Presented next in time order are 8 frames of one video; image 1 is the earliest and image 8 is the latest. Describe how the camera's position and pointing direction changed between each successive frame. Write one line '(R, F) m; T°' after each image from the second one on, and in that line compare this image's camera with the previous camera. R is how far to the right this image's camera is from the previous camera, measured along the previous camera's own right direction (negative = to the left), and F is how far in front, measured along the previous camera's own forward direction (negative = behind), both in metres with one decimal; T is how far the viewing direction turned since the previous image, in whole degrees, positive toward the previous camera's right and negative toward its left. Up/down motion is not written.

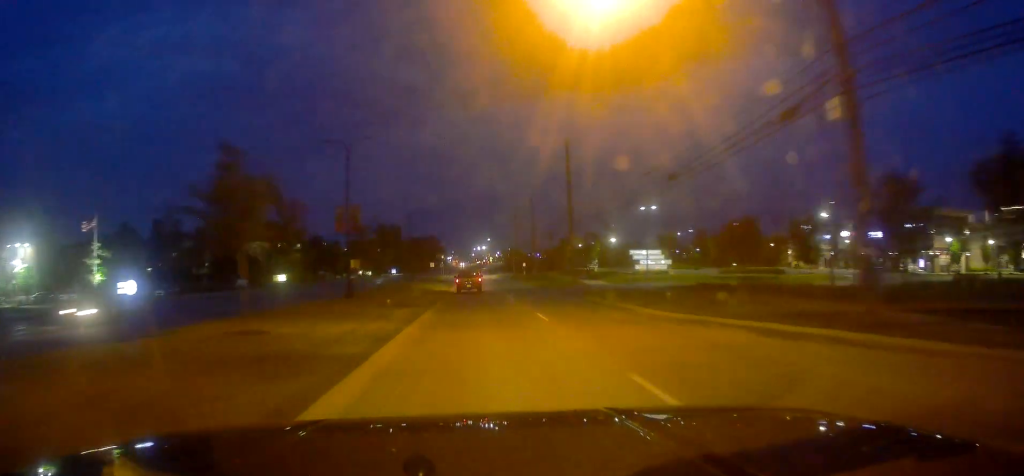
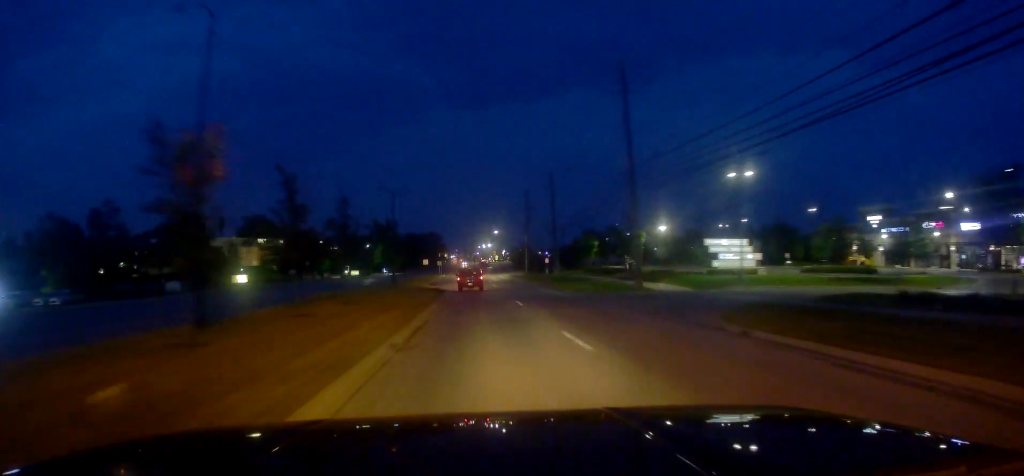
(-0.6, +22.0) m; -1°
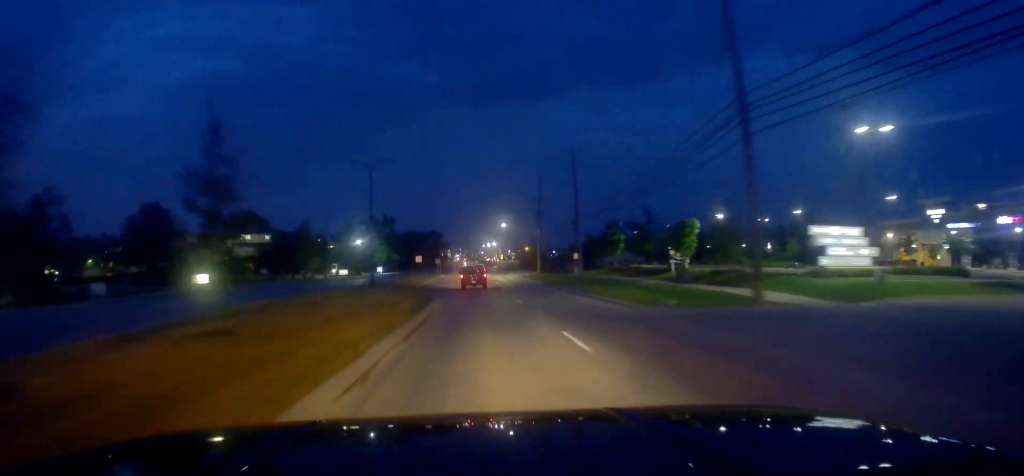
(+0.2, +15.5) m; +1°
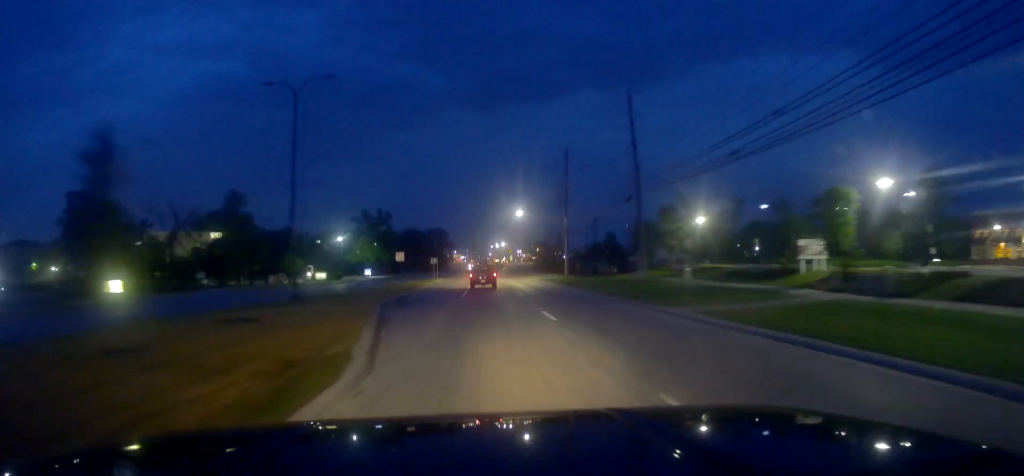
(+0.5, +23.1) m; 0°
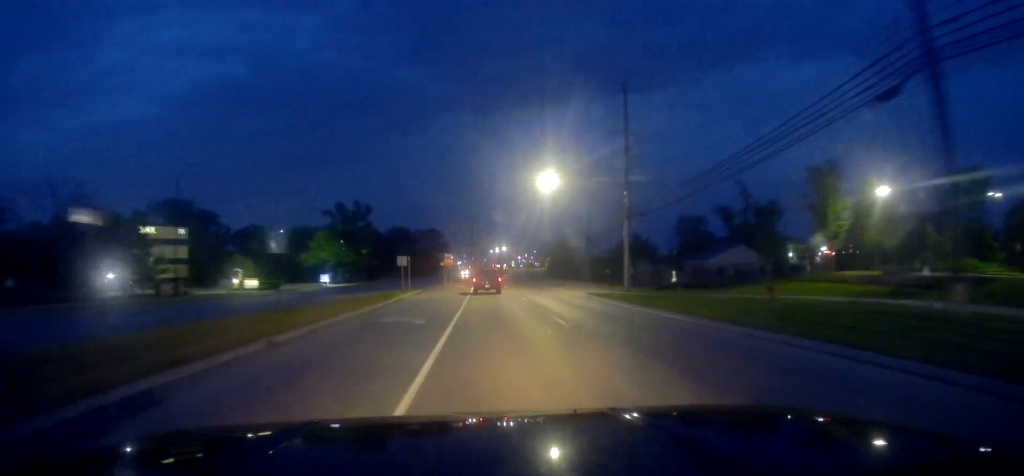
(-0.9, +31.6) m; -4°
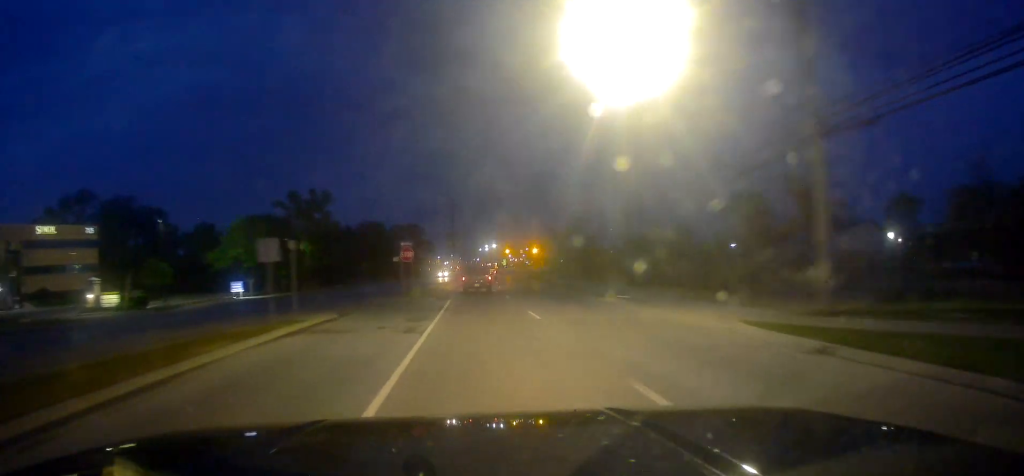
(-0.2, +27.9) m; 0°
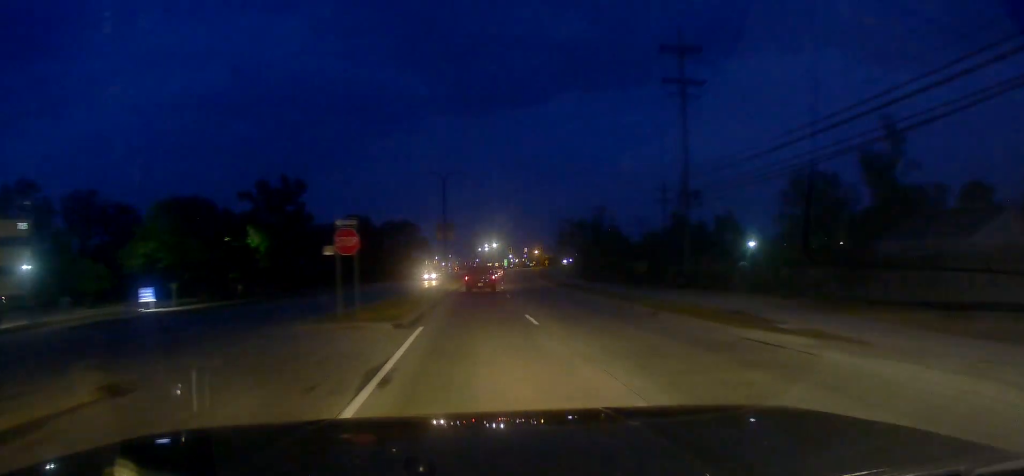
(+0.2, +16.9) m; +1°
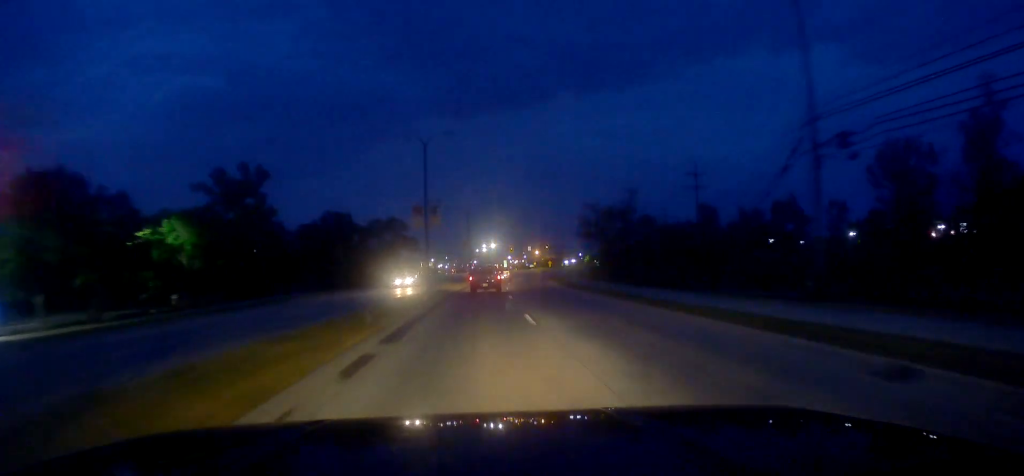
(-0.1, +16.8) m; +2°
